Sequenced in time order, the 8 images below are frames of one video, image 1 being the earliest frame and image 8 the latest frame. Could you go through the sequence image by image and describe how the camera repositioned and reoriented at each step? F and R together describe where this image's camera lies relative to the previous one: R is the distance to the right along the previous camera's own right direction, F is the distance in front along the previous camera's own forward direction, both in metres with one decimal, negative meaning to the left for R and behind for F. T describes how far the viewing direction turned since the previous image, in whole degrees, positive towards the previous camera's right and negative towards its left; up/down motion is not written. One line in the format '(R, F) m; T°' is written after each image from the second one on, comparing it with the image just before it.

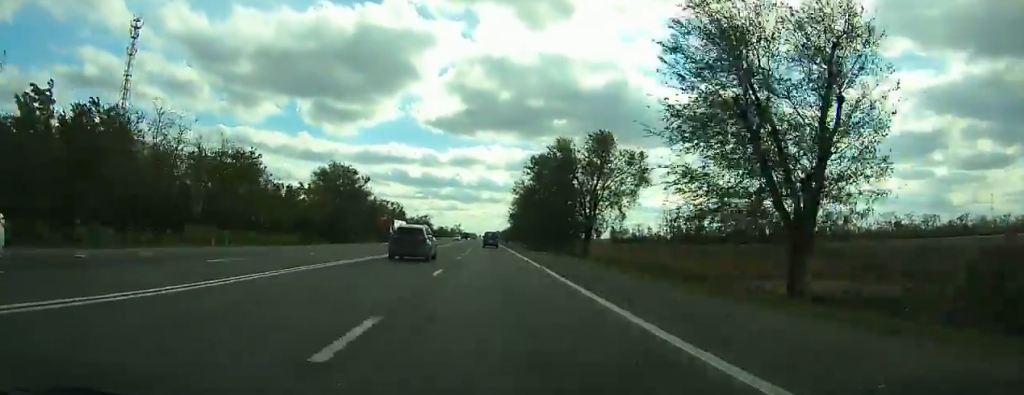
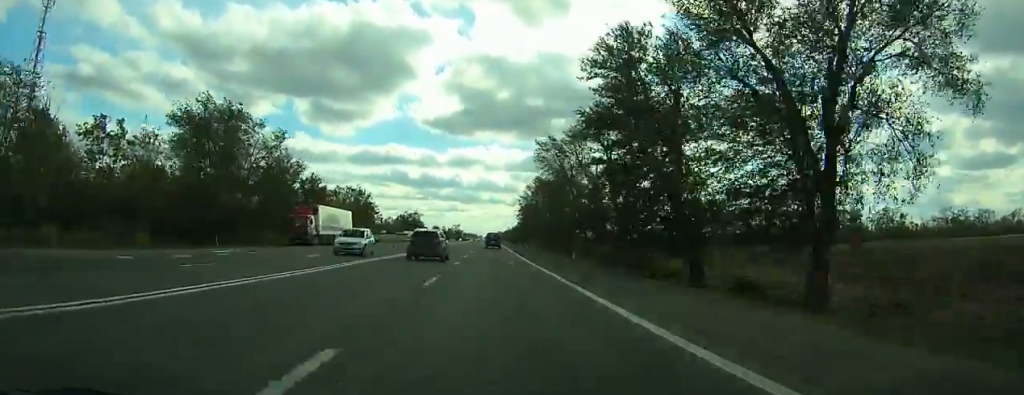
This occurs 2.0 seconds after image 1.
(-0.2, +48.5) m; 0°
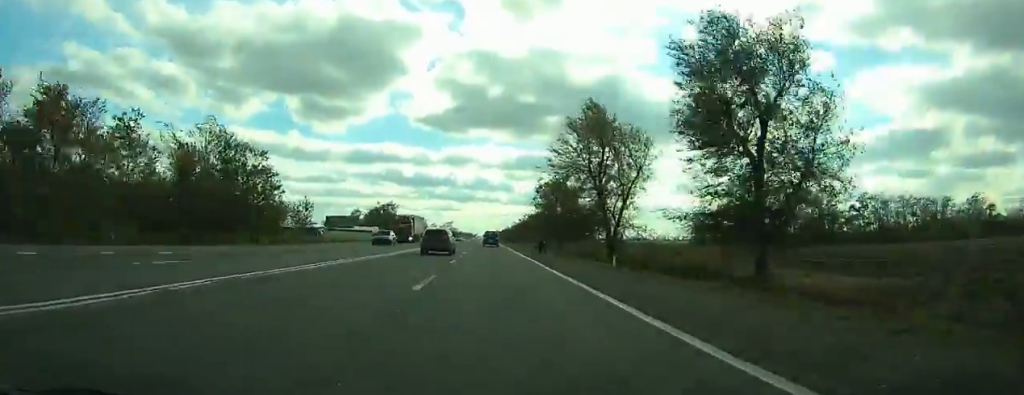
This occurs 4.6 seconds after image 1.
(+0.1, +62.6) m; 0°
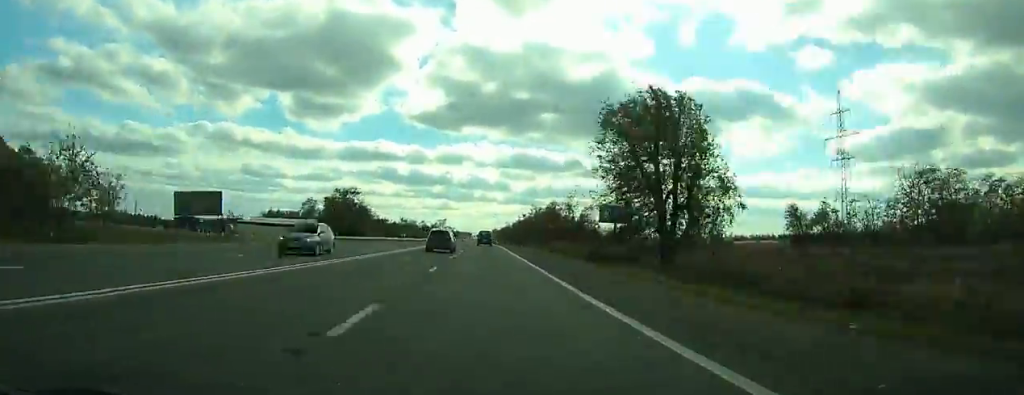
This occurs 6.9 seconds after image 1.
(+0.2, +54.7) m; 0°
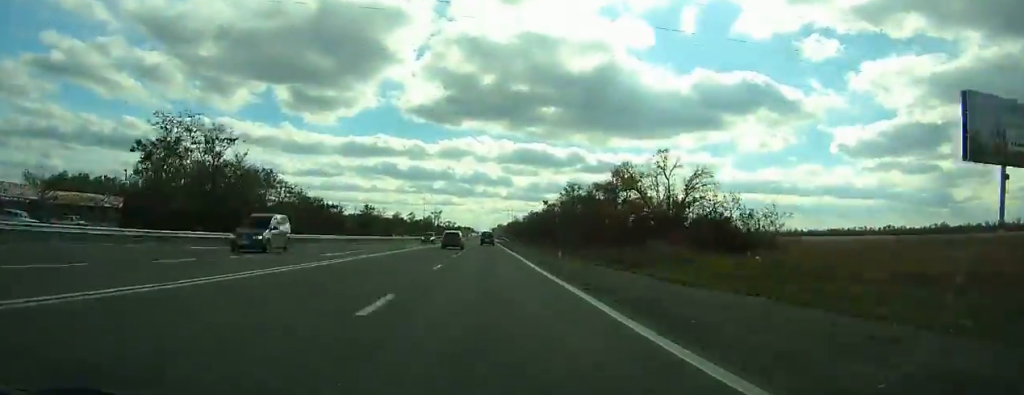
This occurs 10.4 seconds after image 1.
(+0.2, +82.2) m; 0°
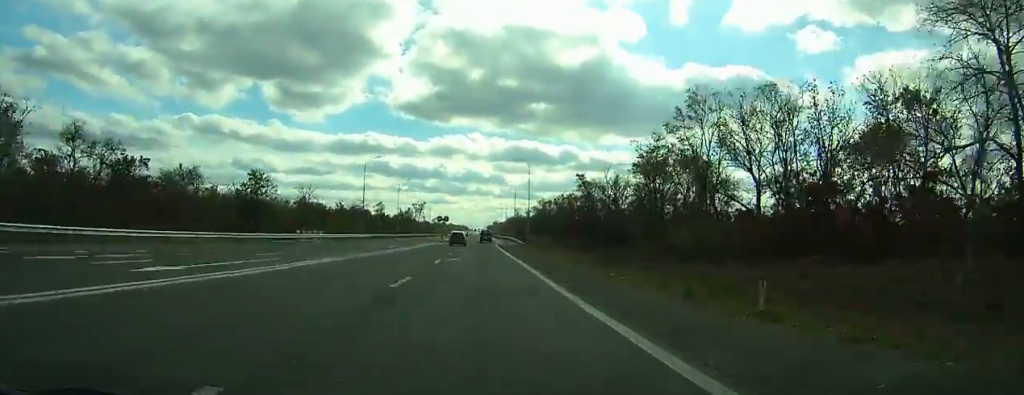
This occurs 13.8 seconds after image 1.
(-0.1, +79.2) m; 0°
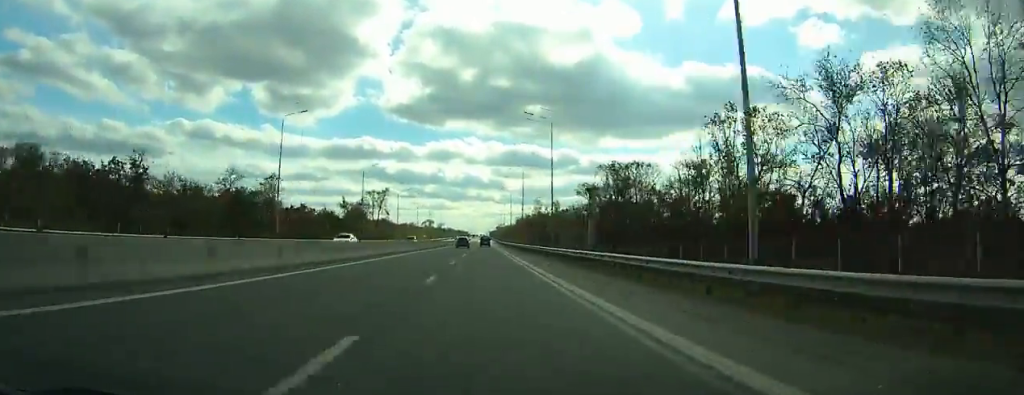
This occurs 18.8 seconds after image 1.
(+0.2, +118.1) m; 0°
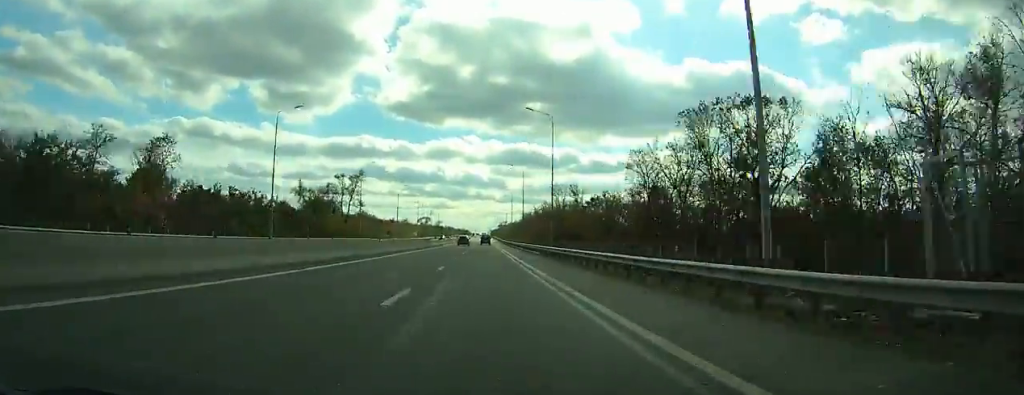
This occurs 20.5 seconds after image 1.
(+0.2, +40.9) m; 0°
